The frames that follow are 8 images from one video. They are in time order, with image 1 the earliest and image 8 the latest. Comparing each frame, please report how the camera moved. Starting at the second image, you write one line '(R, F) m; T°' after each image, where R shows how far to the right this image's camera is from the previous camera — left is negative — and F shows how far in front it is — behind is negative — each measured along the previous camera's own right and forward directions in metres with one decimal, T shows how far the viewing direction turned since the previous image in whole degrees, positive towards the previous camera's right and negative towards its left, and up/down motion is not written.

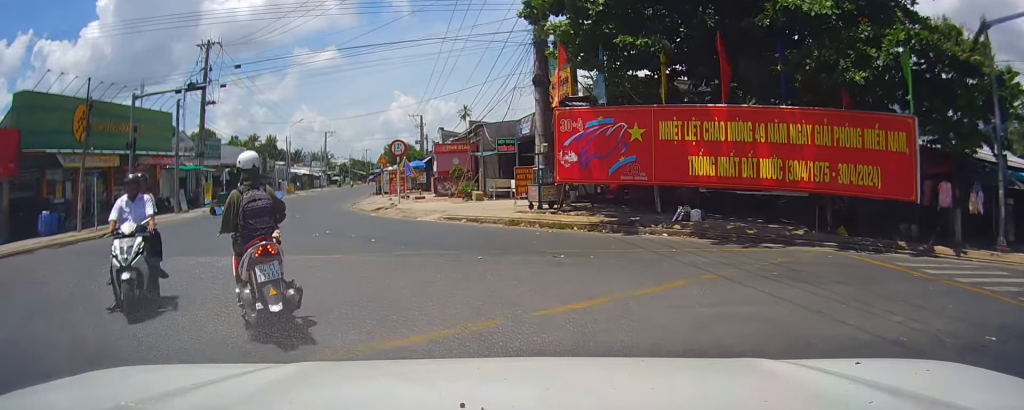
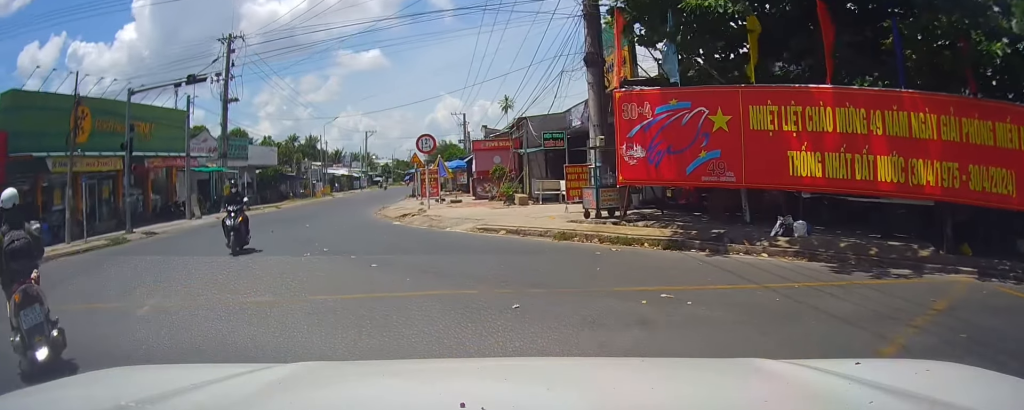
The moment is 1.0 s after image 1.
(+0.1, +3.8) m; +3°
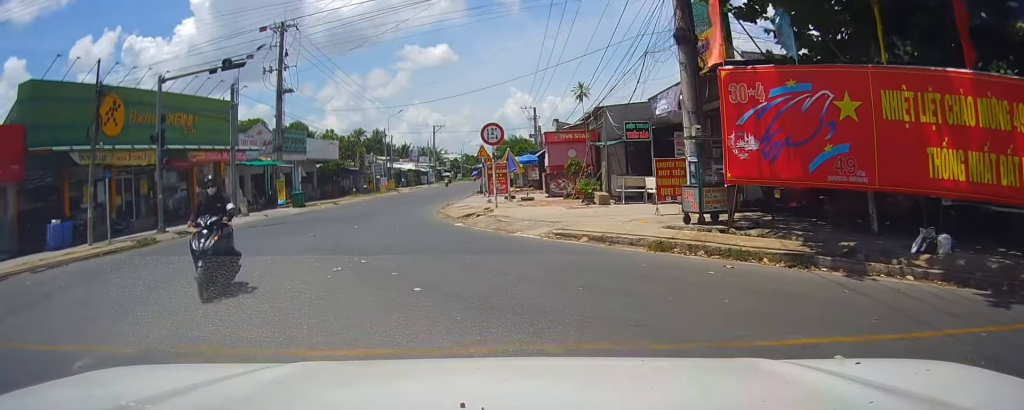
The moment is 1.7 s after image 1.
(0.0, +2.5) m; -2°
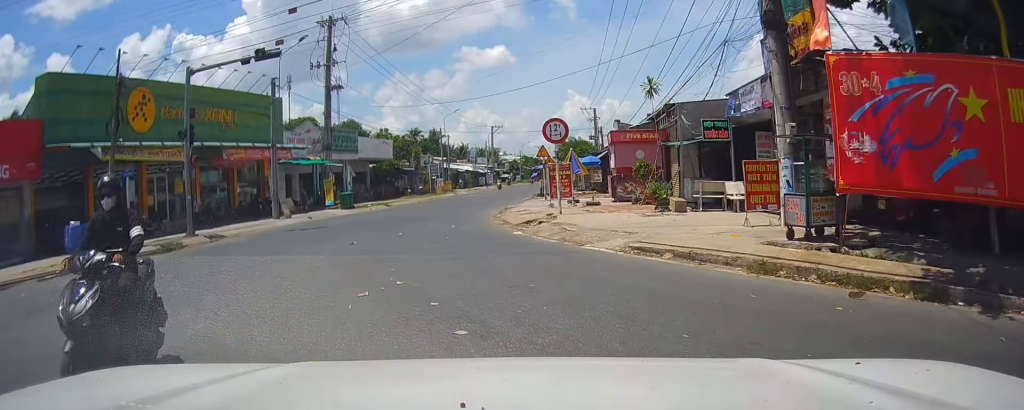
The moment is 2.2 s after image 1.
(+0.1, +1.9) m; -3°
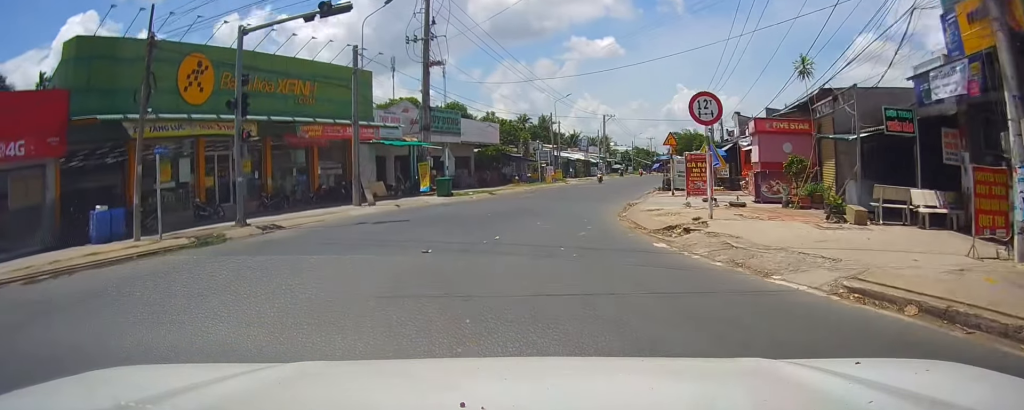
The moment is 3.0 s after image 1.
(-0.3, +3.3) m; -8°
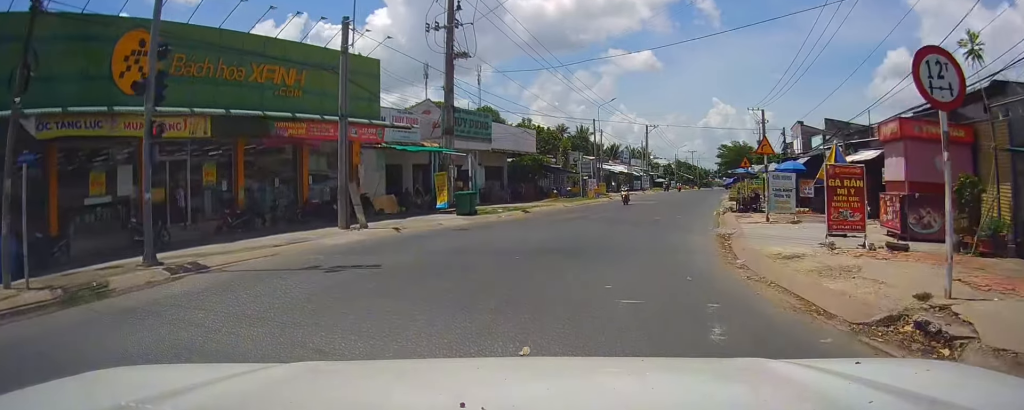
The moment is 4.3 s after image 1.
(-0.5, +5.4) m; -13°
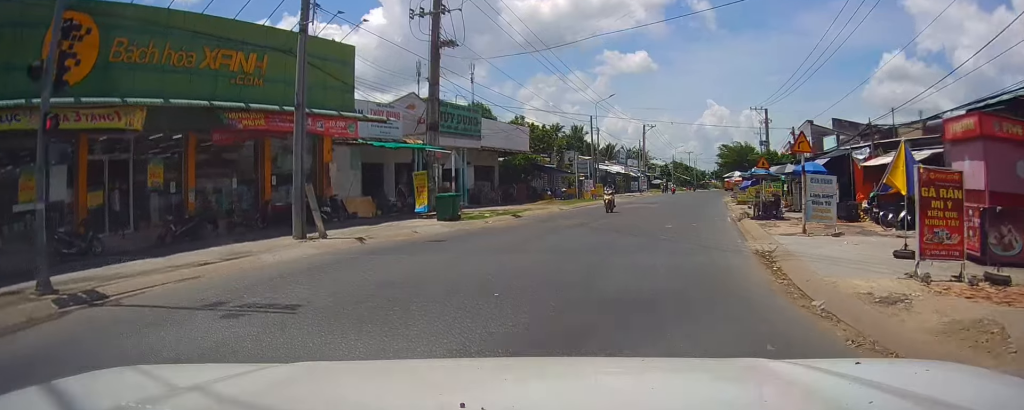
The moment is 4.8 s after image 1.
(-0.2, +2.3) m; -4°
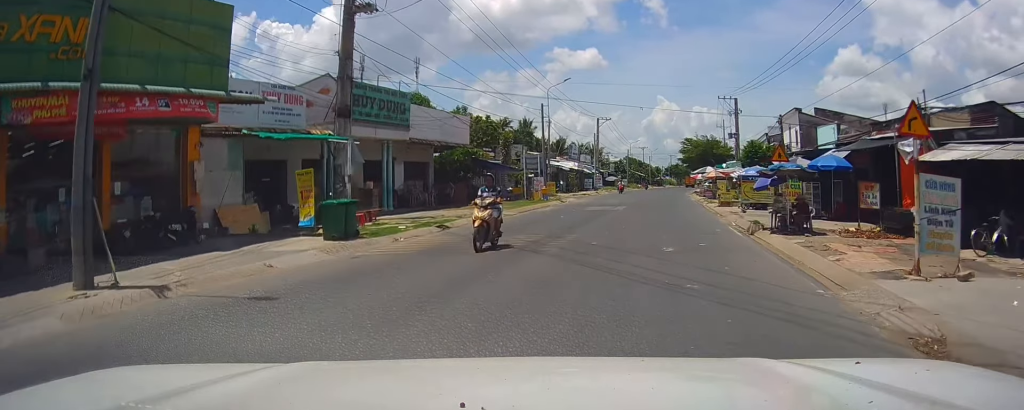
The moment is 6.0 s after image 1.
(-0.3, +6.0) m; 0°
